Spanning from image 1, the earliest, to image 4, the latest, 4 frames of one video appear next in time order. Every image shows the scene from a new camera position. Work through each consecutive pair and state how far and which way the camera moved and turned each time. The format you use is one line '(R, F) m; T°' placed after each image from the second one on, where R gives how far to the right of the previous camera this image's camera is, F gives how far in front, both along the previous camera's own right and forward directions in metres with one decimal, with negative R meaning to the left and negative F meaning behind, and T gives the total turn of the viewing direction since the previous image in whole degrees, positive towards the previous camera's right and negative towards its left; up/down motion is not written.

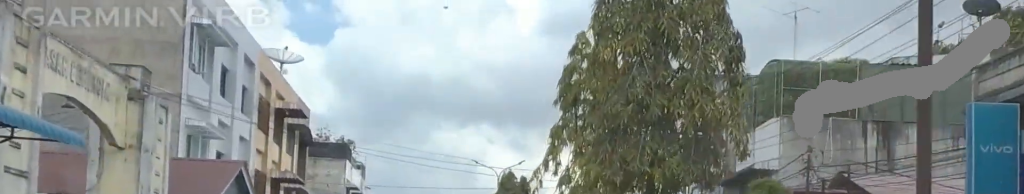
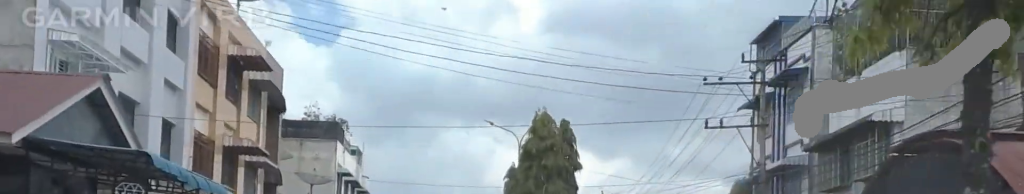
(+0.9, +12.1) m; +5°
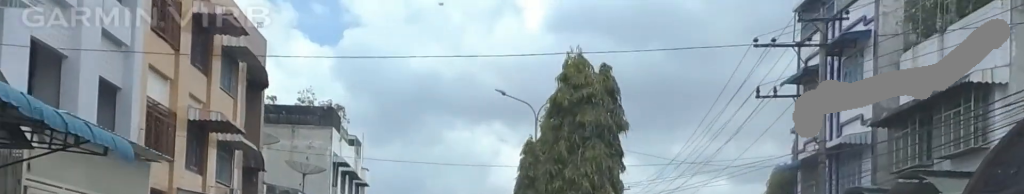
(0.0, +5.9) m; -2°
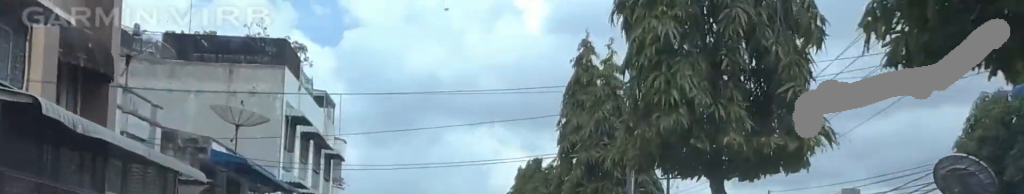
(-1.4, +18.0) m; -1°
